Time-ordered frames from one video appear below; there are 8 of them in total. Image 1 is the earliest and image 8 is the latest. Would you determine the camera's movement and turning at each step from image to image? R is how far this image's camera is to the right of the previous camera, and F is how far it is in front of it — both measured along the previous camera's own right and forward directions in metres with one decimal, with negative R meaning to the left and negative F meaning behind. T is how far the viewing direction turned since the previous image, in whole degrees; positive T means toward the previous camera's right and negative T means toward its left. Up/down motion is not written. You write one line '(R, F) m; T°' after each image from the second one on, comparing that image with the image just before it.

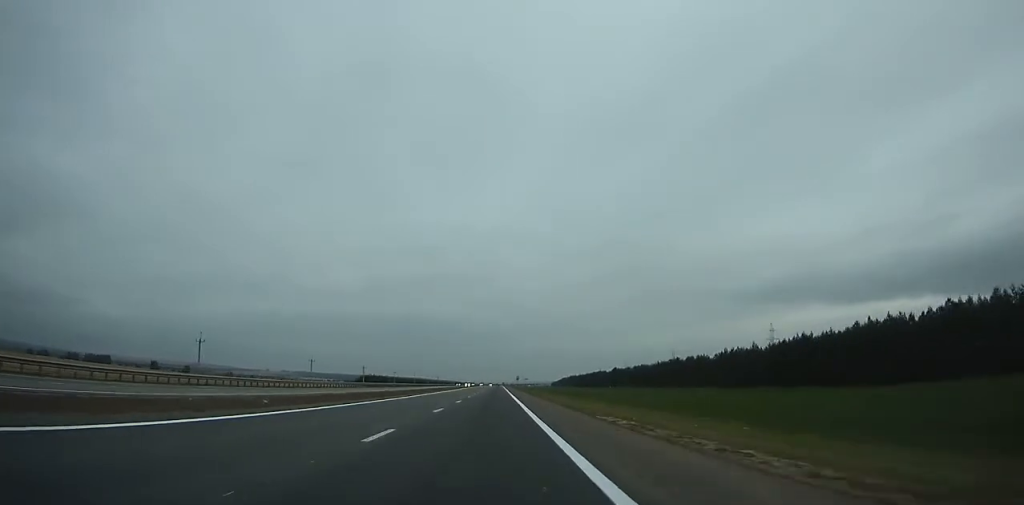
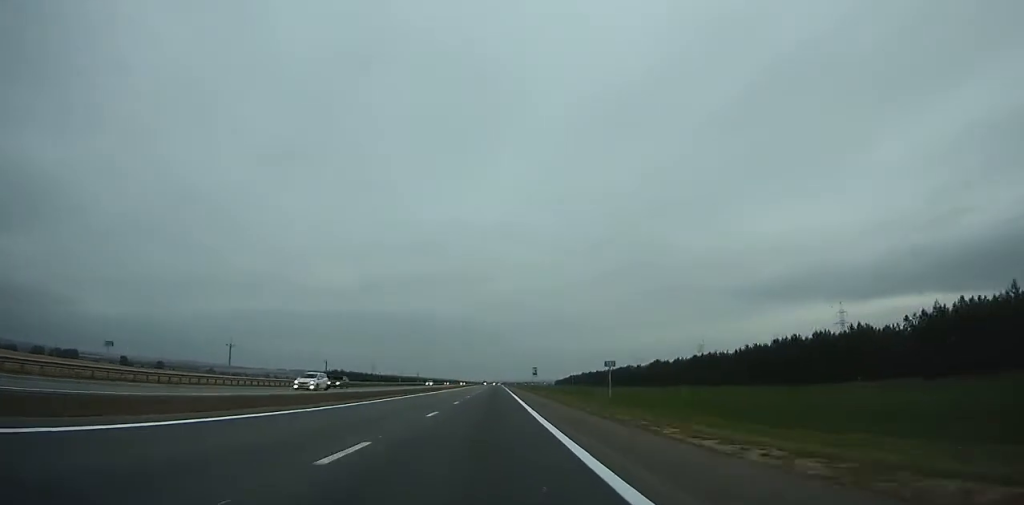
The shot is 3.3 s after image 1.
(0.0, +99.0) m; 0°
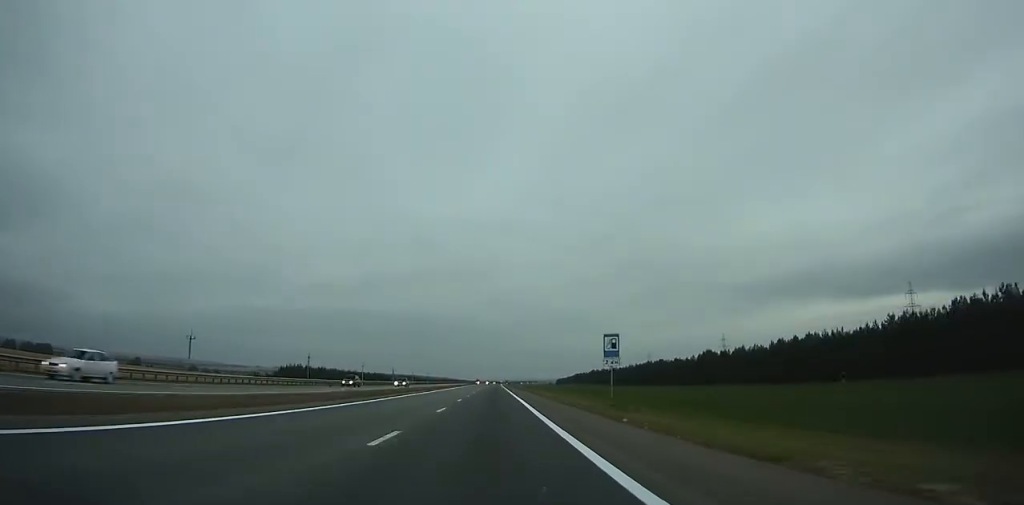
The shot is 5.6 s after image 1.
(0.0, +69.2) m; 0°
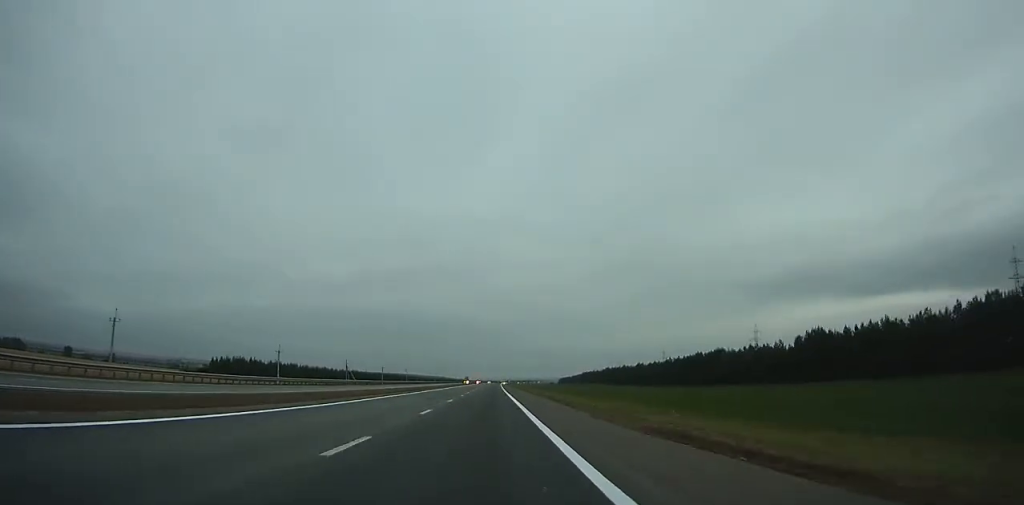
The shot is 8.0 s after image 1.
(+0.1, +72.5) m; 0°
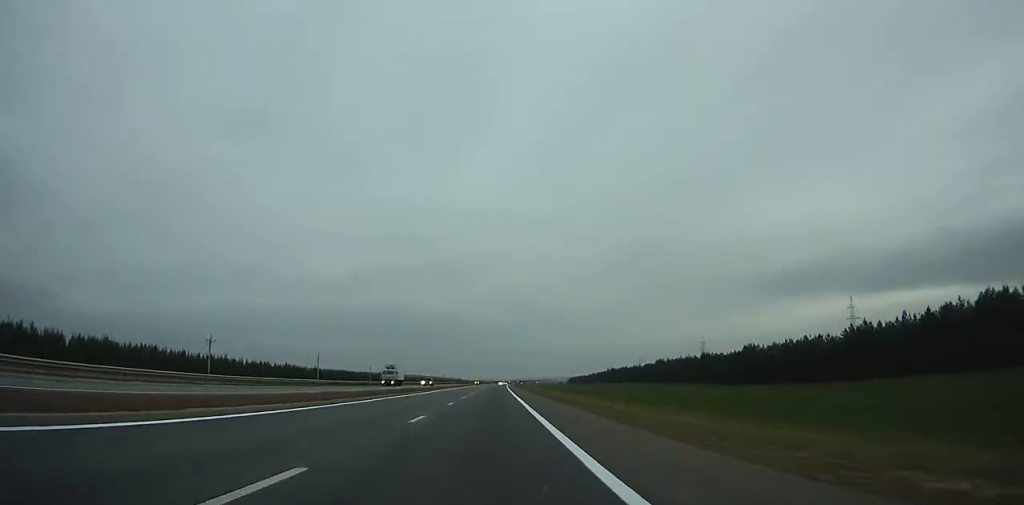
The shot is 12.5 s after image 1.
(0.0, +135.4) m; 0°
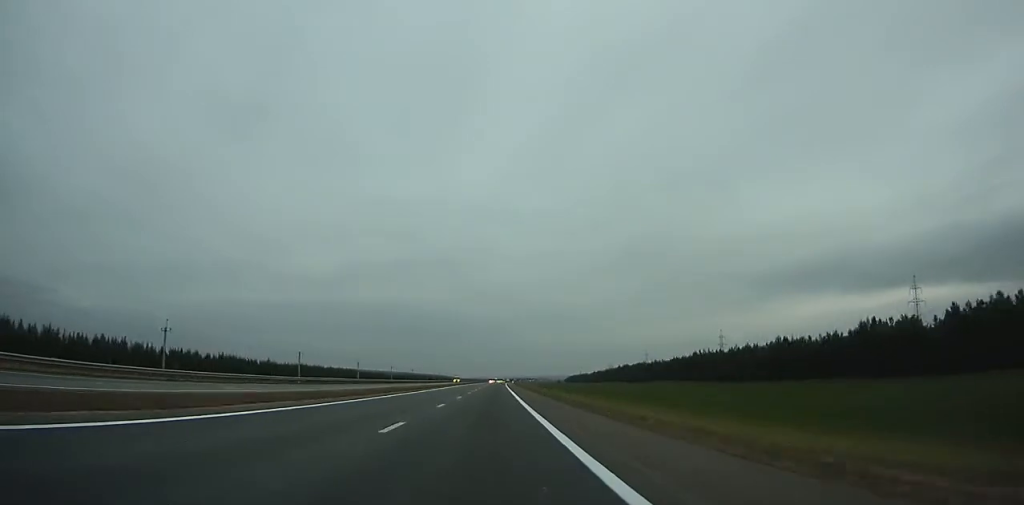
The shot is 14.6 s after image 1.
(-0.1, +62.6) m; 0°
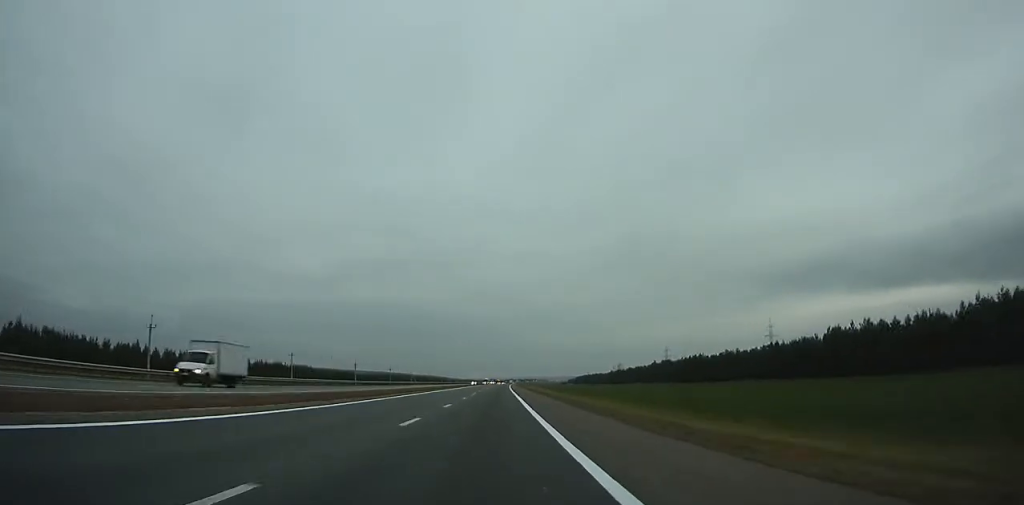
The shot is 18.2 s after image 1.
(+0.5, +105.5) m; +1°
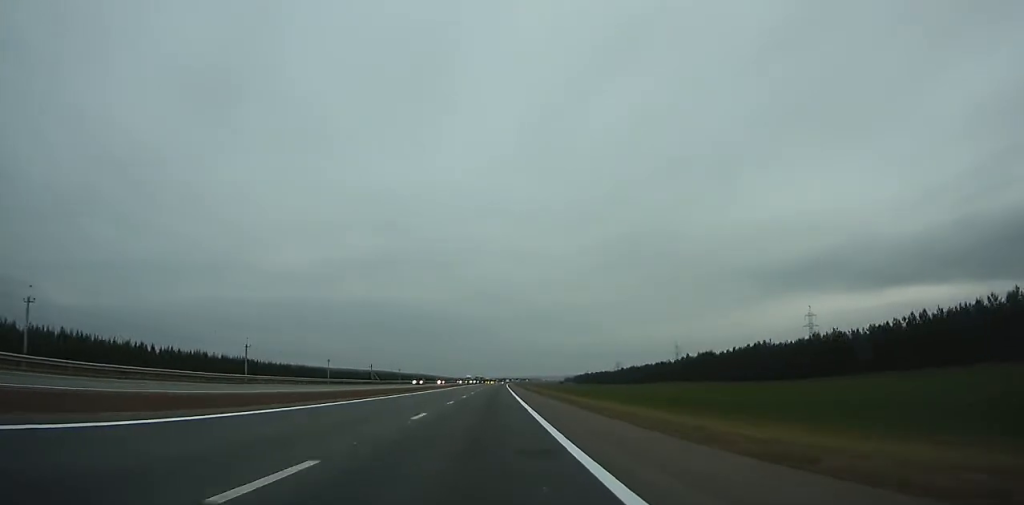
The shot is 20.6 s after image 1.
(+0.1, +69.3) m; 0°
